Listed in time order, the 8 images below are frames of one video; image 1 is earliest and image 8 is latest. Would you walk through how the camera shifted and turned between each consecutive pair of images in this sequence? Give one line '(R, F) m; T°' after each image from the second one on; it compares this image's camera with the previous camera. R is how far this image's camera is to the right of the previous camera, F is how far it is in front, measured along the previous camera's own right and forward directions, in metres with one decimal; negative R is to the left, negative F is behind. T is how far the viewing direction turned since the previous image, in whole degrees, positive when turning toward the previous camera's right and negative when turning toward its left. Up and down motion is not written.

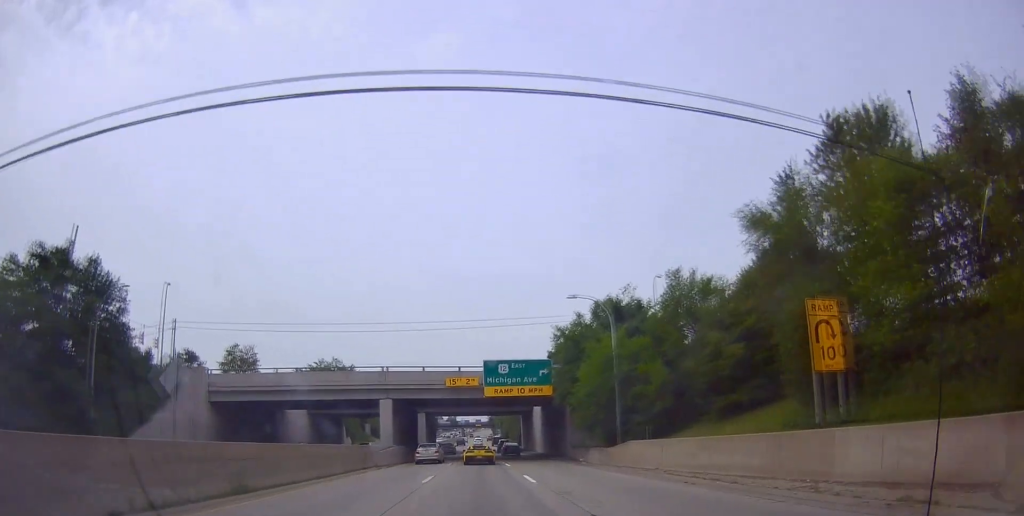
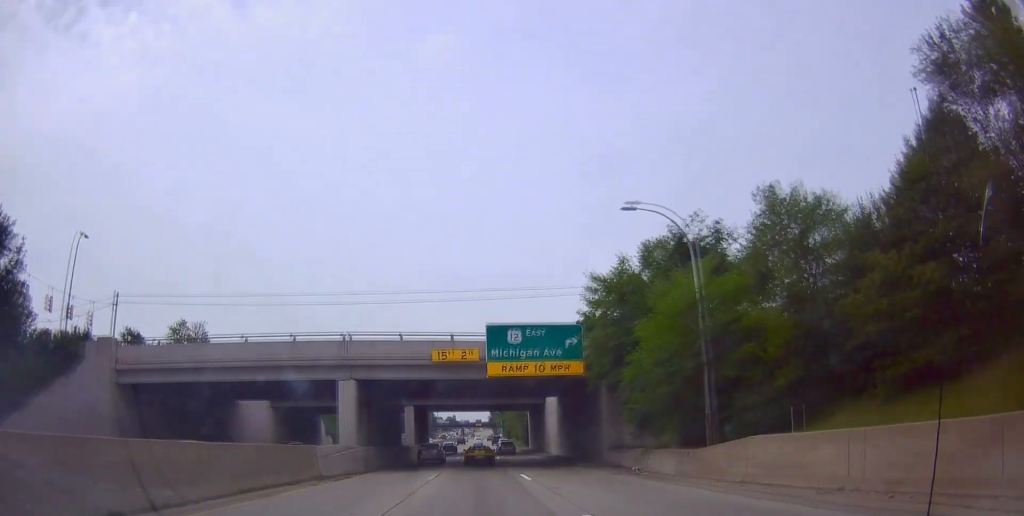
(0.0, +12.2) m; +1°
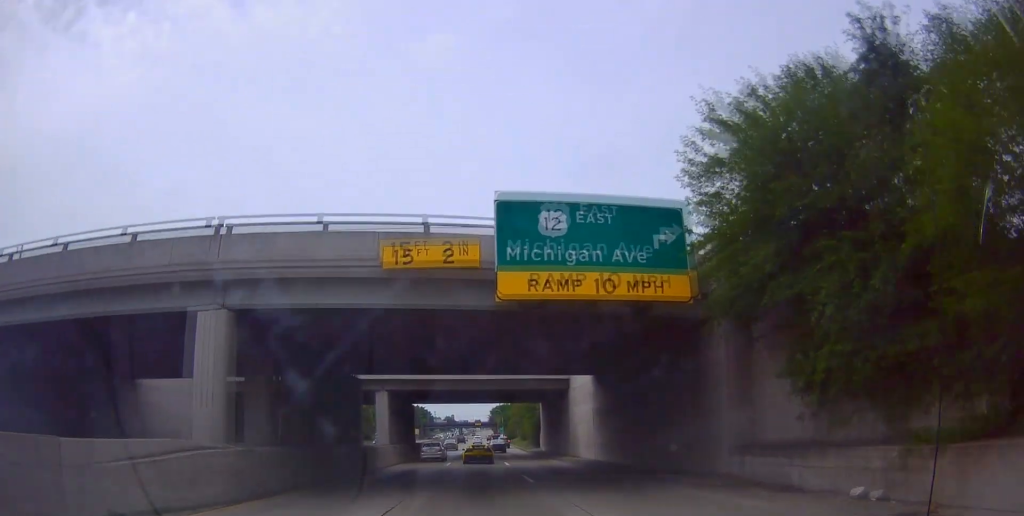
(+0.2, +15.4) m; 0°
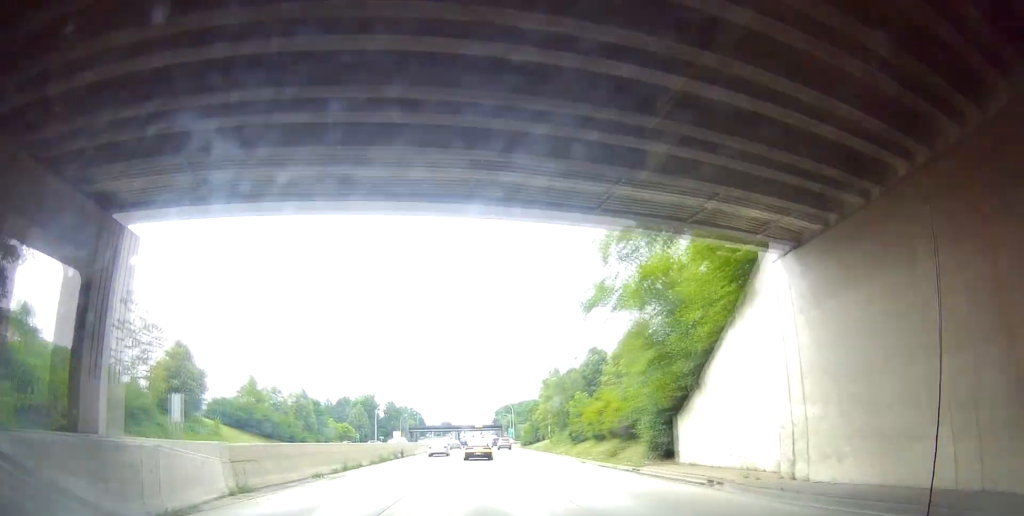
(+0.1, +49.9) m; +2°
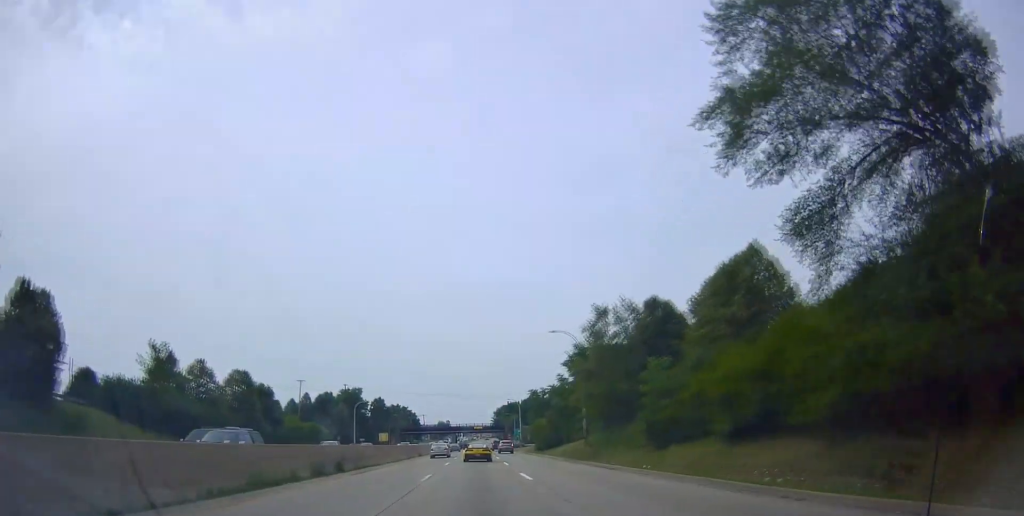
(-0.6, +22.2) m; -1°
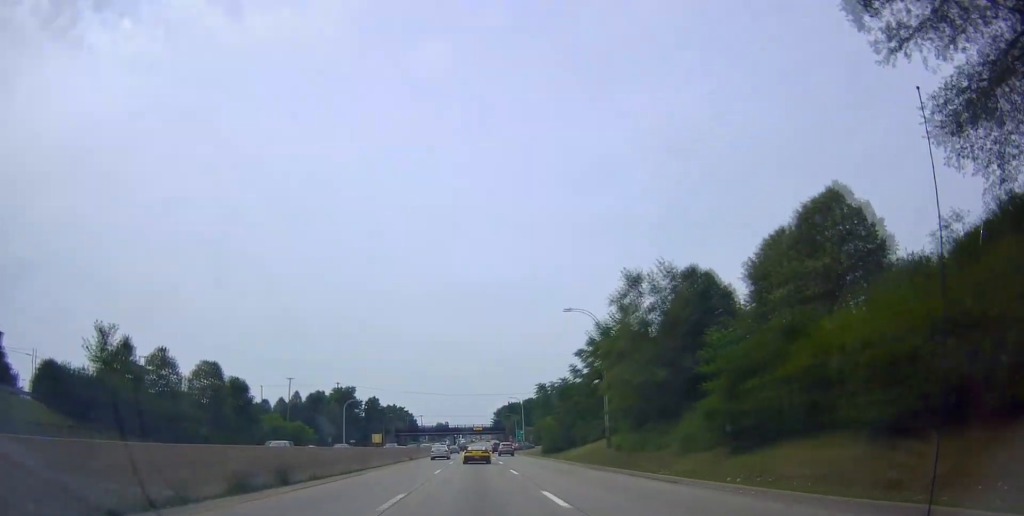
(+0.2, +8.1) m; 0°
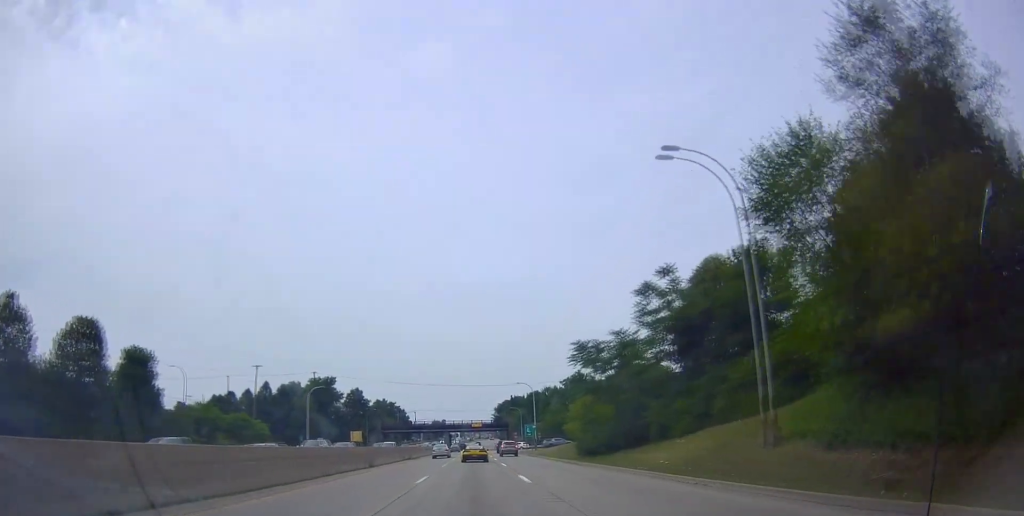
(0.0, +21.3) m; -1°
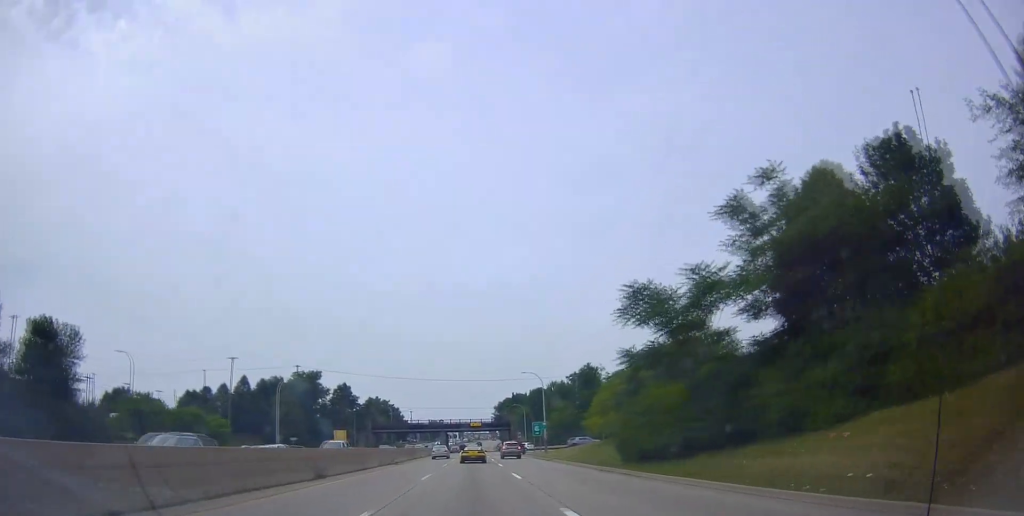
(-0.1, +12.0) m; -1°
